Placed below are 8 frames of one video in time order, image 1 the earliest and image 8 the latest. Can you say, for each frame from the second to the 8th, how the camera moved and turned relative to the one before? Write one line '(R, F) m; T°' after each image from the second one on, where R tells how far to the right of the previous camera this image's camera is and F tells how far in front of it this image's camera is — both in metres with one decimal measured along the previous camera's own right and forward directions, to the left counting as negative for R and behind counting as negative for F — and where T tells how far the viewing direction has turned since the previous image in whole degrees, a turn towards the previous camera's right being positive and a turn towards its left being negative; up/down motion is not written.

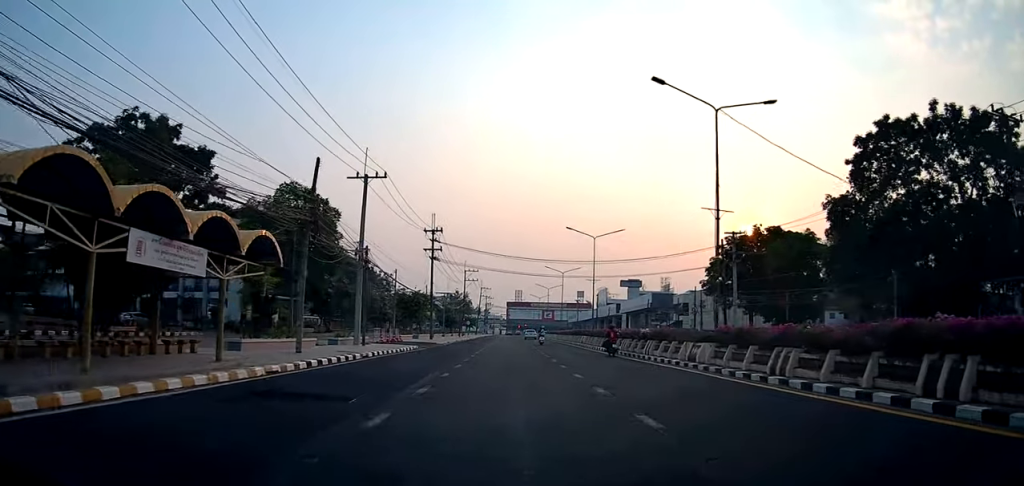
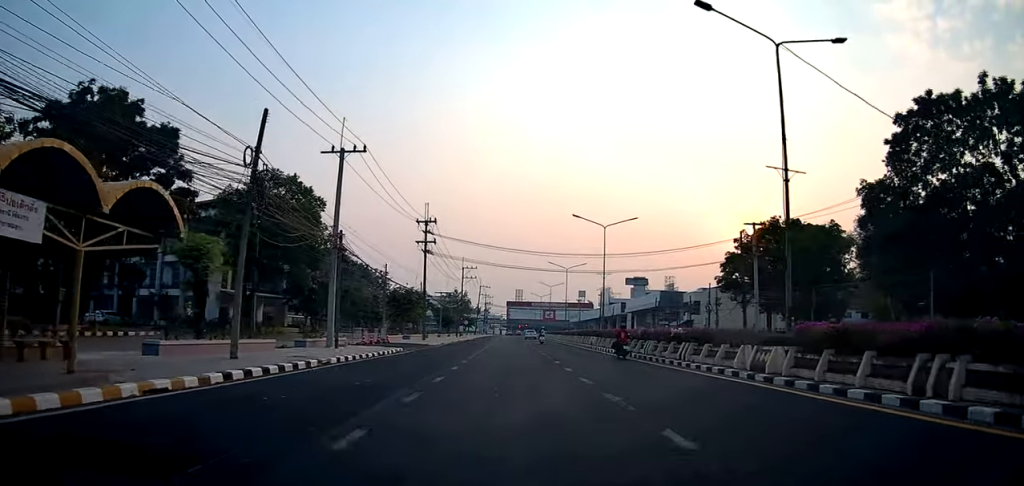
(+0.1, +5.3) m; 0°
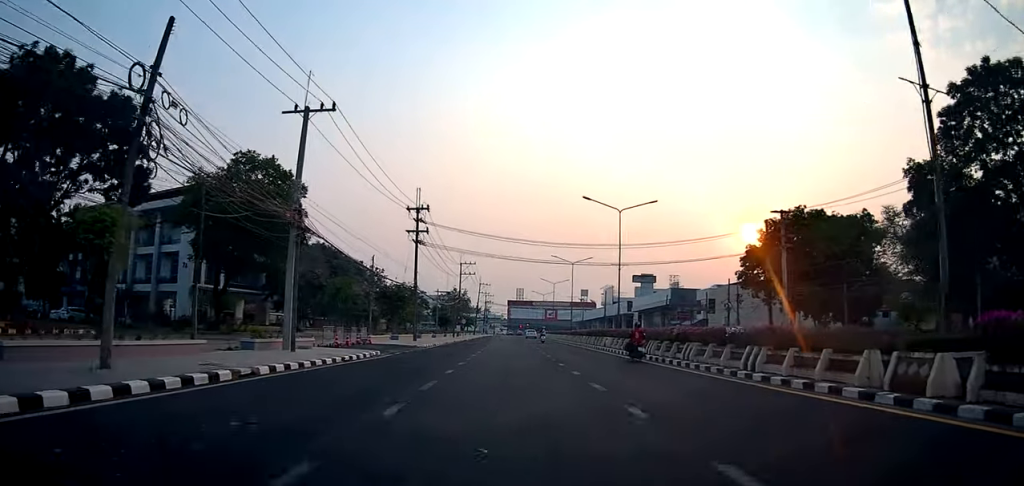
(-0.1, +5.8) m; 0°
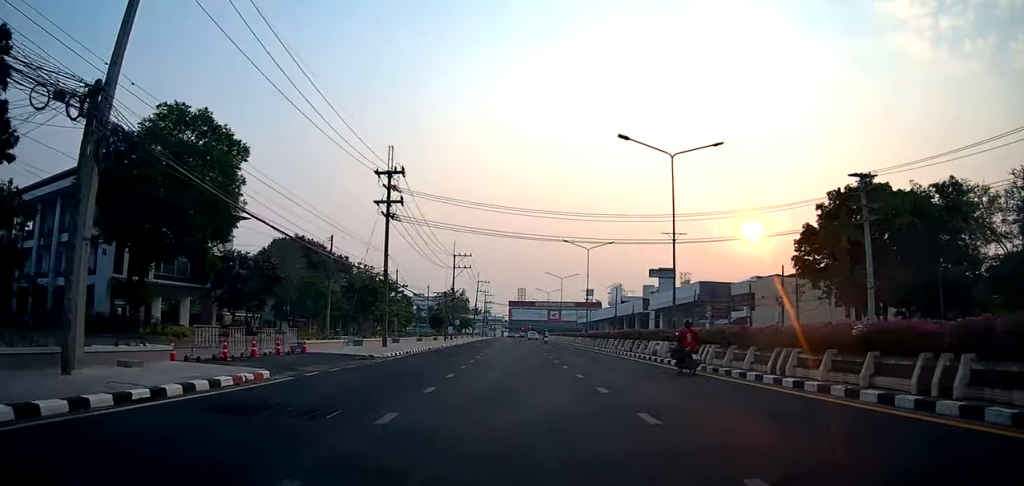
(-0.1, +12.5) m; 0°
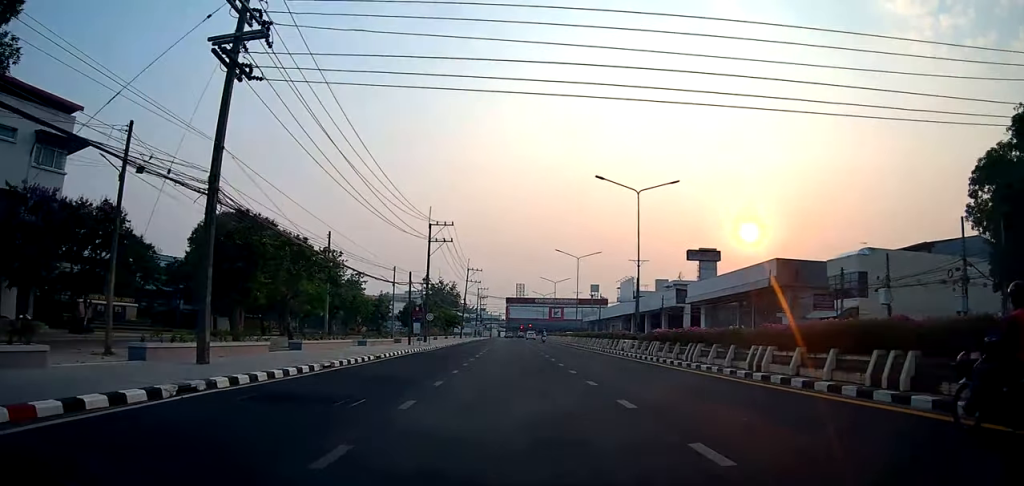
(+0.5, +22.9) m; +1°
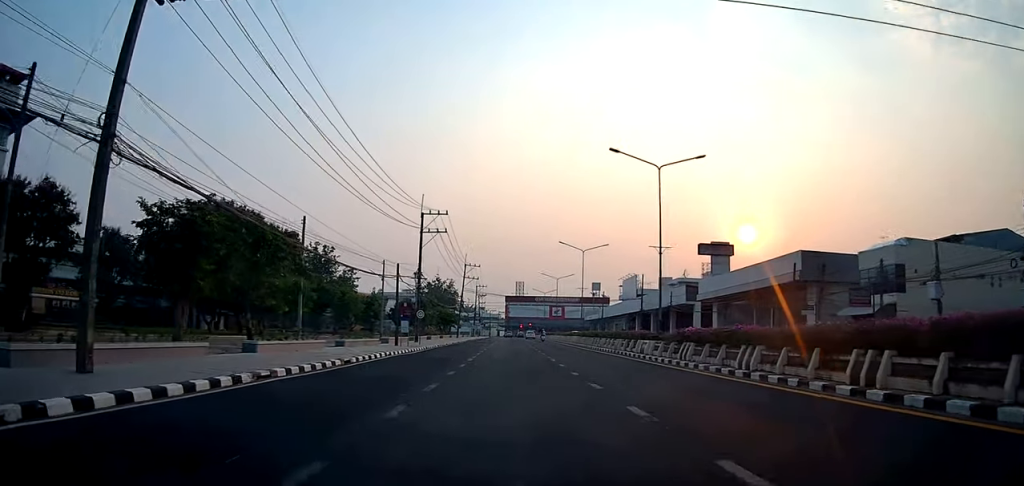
(-0.1, +4.9) m; 0°
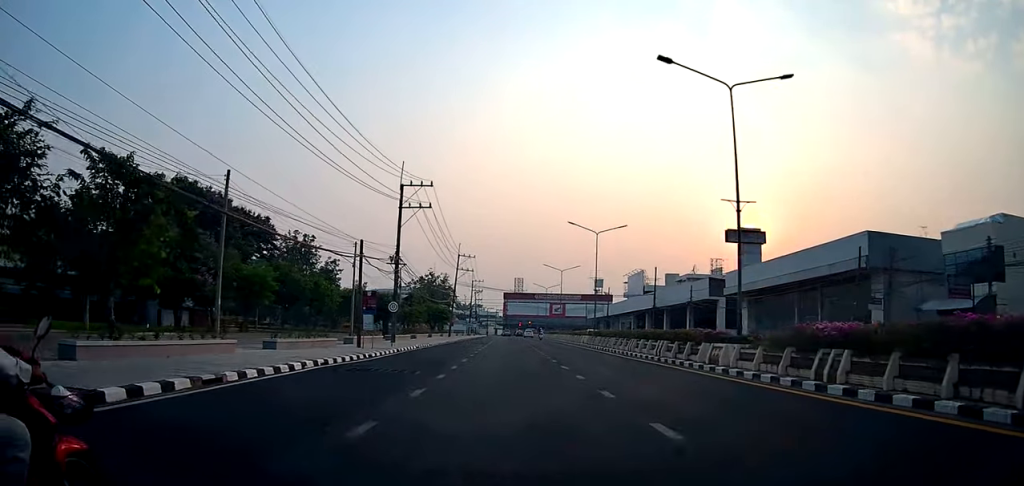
(-0.1, +9.9) m; 0°
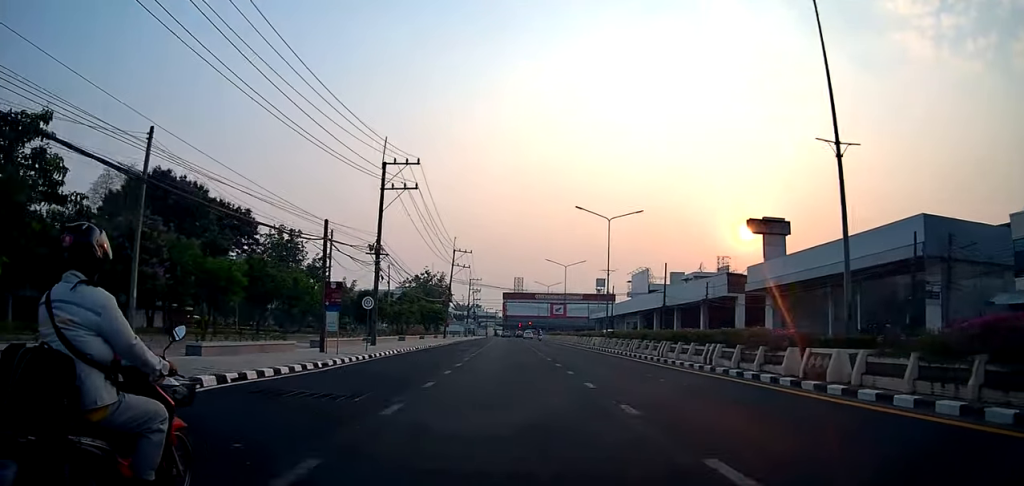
(+0.1, +6.1) m; 0°
